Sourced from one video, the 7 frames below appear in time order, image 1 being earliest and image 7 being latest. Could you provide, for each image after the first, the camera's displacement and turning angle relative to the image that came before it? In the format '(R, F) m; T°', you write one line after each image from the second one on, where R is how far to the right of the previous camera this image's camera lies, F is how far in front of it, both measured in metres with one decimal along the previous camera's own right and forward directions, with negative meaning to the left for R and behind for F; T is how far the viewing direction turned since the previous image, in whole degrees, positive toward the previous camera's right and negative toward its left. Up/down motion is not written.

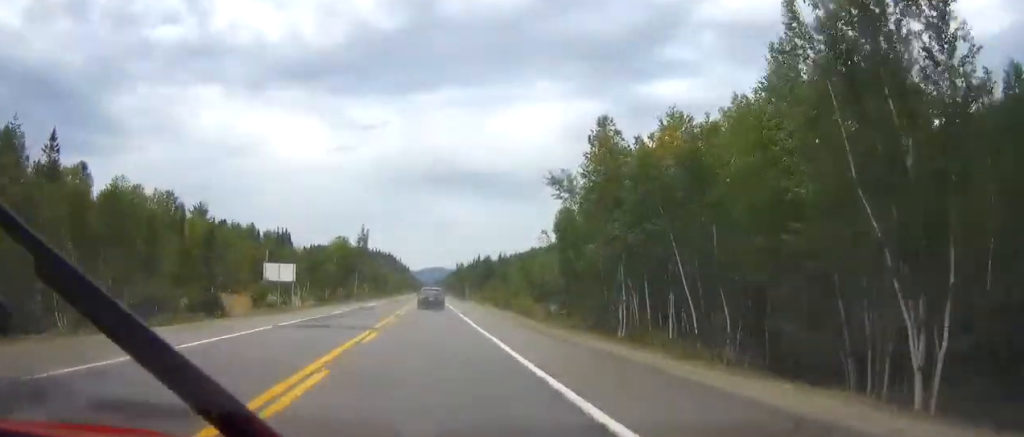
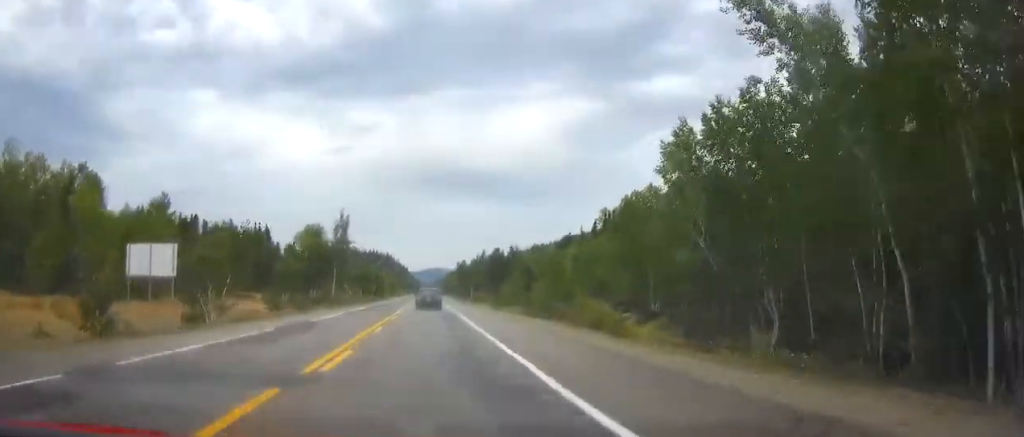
(0.0, +23.6) m; 0°
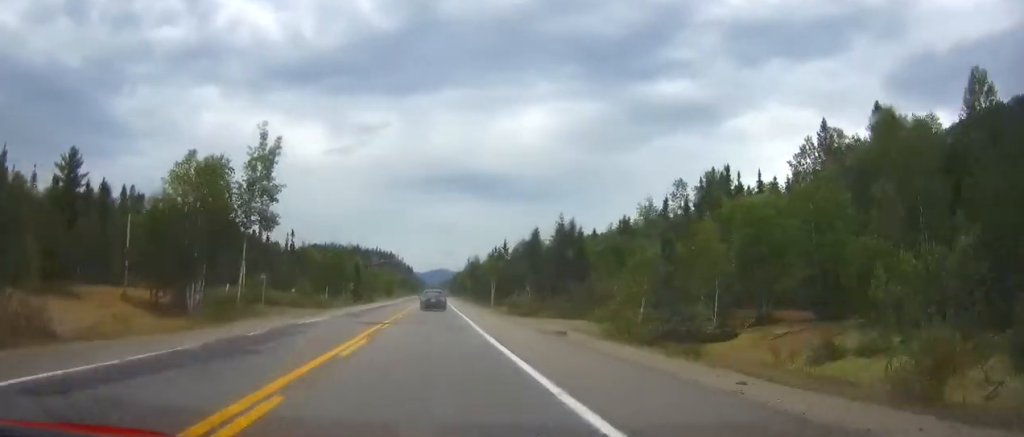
(-0.1, +42.4) m; 0°
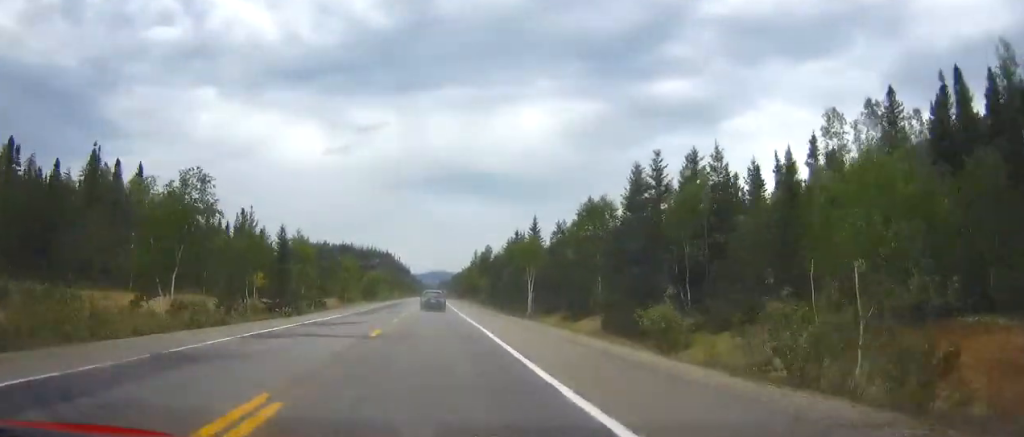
(0.0, +45.1) m; 0°
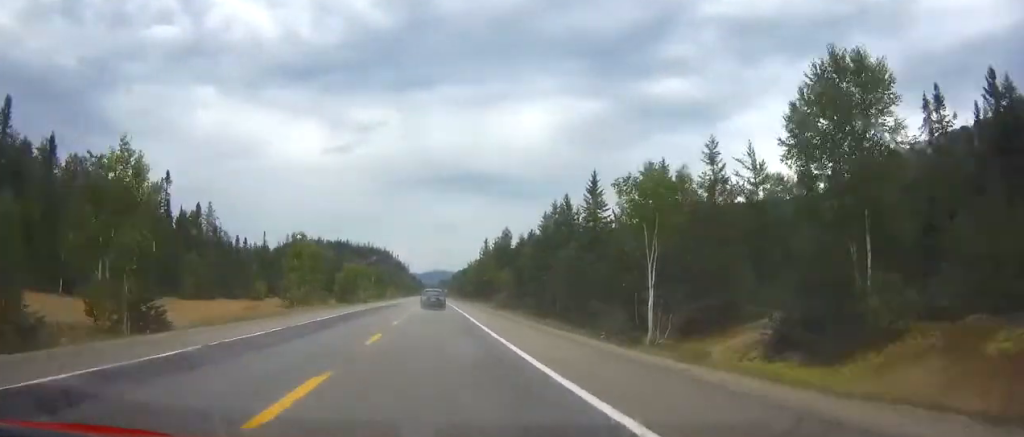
(0.0, +38.7) m; 0°
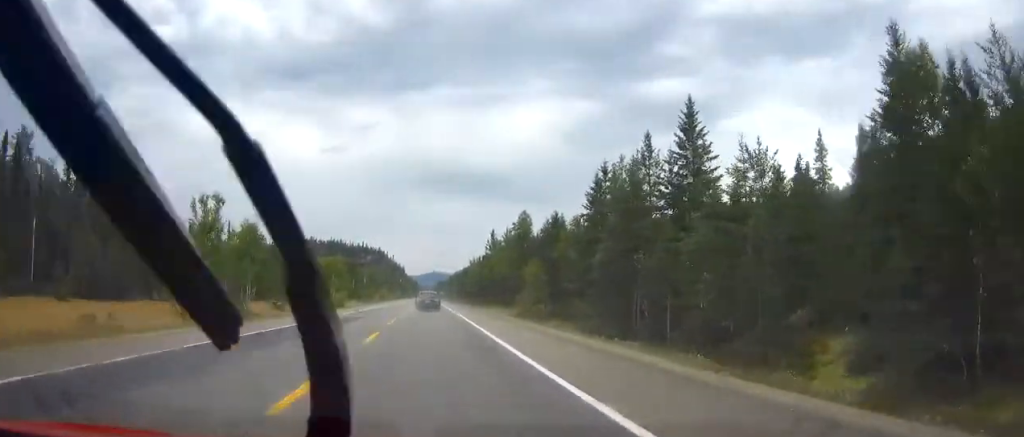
(0.0, +26.5) m; 0°
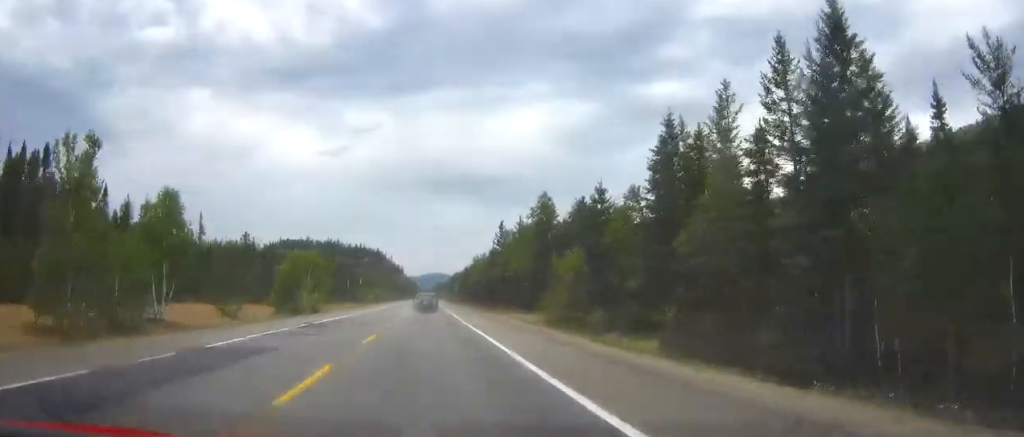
(0.0, +17.1) m; 0°
